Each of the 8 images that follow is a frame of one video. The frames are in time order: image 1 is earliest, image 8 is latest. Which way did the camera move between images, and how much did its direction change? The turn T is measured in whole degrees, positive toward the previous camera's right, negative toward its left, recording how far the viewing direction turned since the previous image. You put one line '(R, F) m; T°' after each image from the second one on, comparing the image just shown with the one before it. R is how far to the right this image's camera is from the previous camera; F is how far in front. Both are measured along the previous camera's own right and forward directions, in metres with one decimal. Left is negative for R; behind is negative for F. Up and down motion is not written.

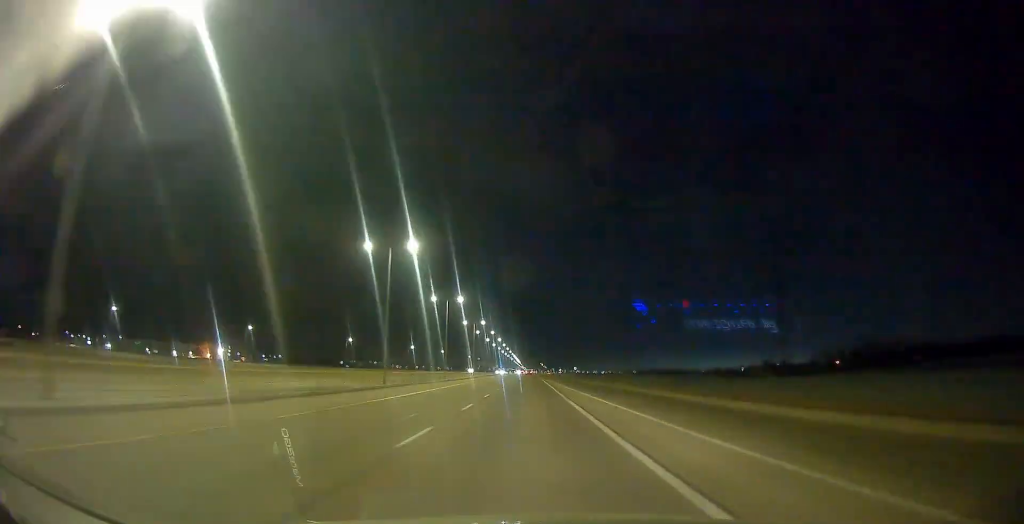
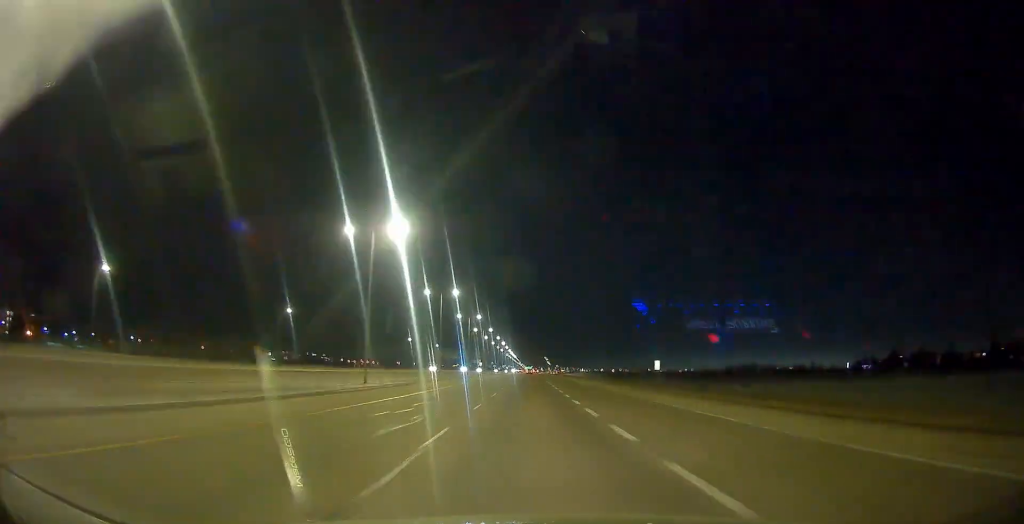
(-0.2, +247.4) m; 0°
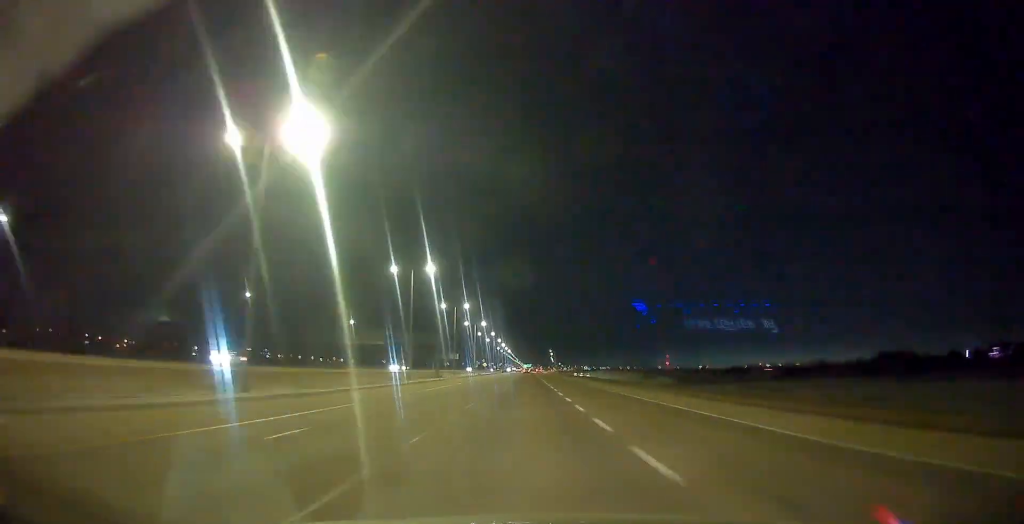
(+0.3, +149.9) m; 0°
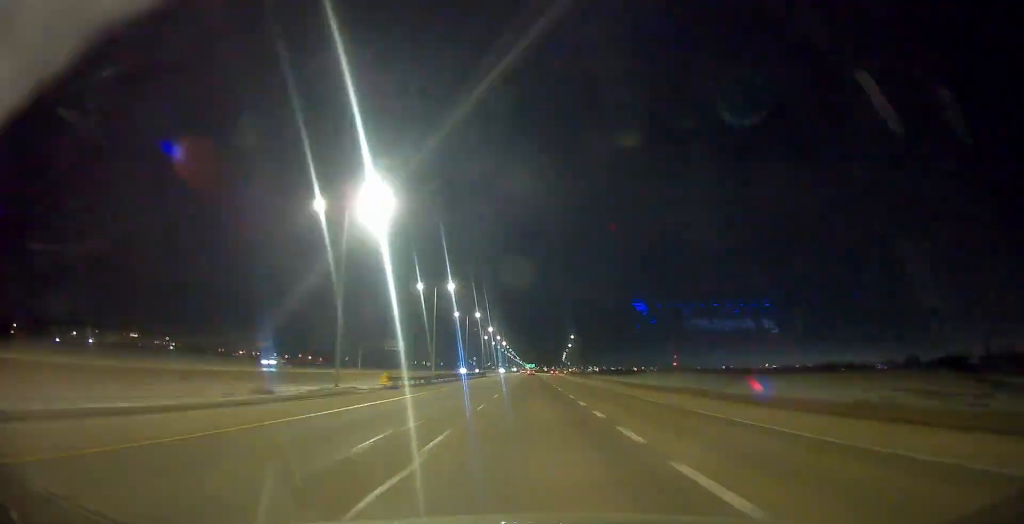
(+0.1, +159.4) m; 0°
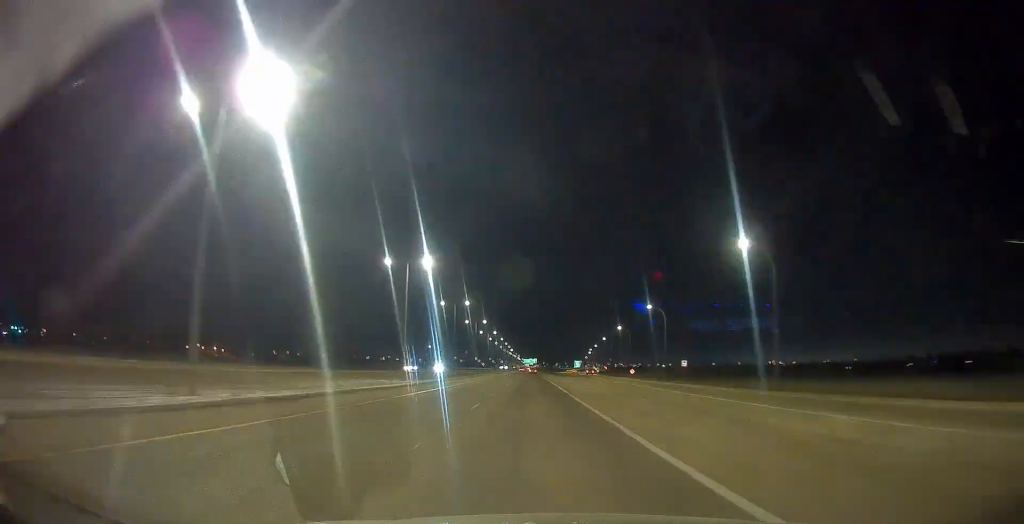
(+0.1, +266.4) m; 0°
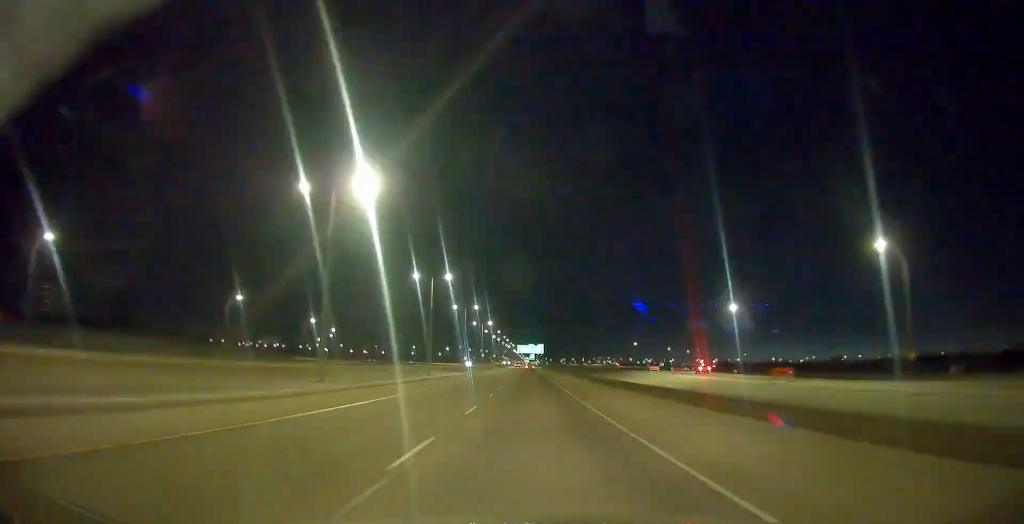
(-0.6, +277.6) m; 0°
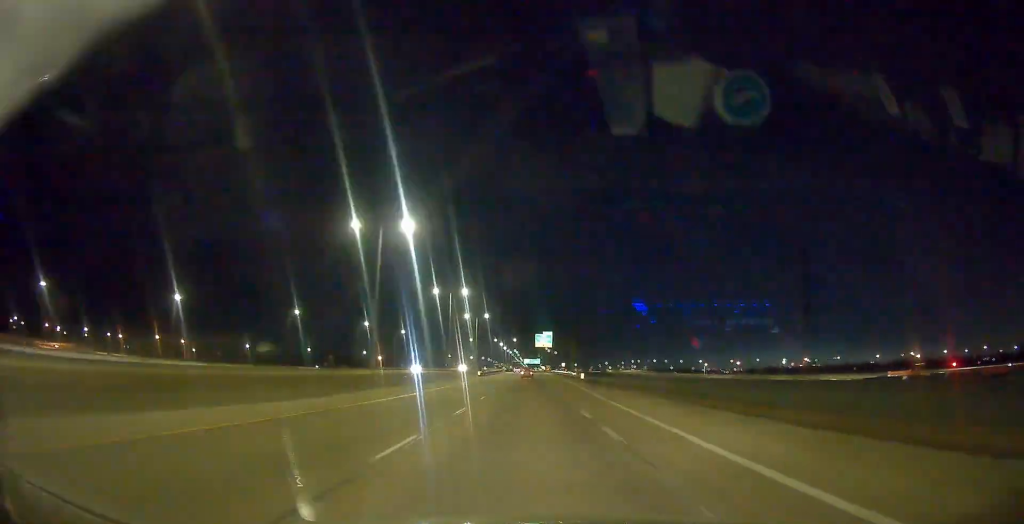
(0.0, +409.4) m; 0°
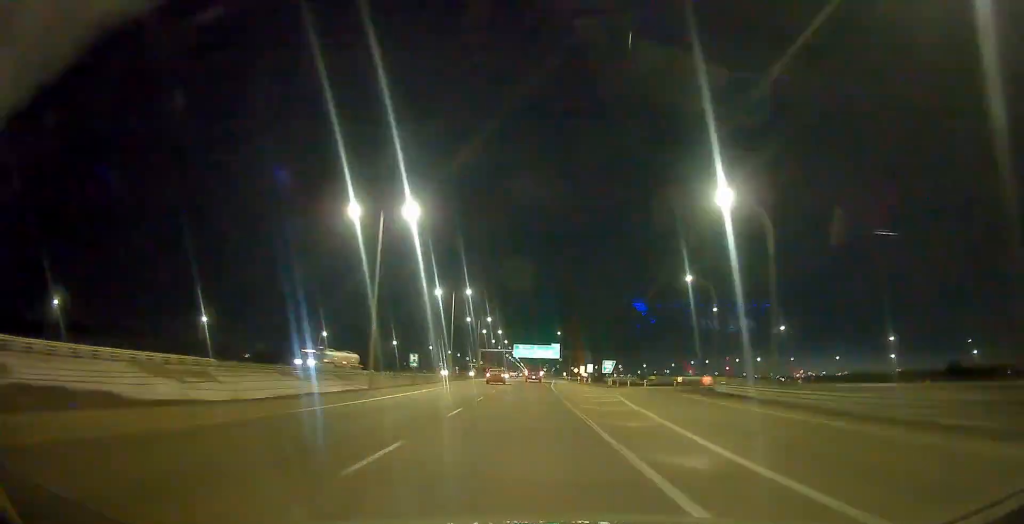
(-1.0, +334.6) m; 0°
